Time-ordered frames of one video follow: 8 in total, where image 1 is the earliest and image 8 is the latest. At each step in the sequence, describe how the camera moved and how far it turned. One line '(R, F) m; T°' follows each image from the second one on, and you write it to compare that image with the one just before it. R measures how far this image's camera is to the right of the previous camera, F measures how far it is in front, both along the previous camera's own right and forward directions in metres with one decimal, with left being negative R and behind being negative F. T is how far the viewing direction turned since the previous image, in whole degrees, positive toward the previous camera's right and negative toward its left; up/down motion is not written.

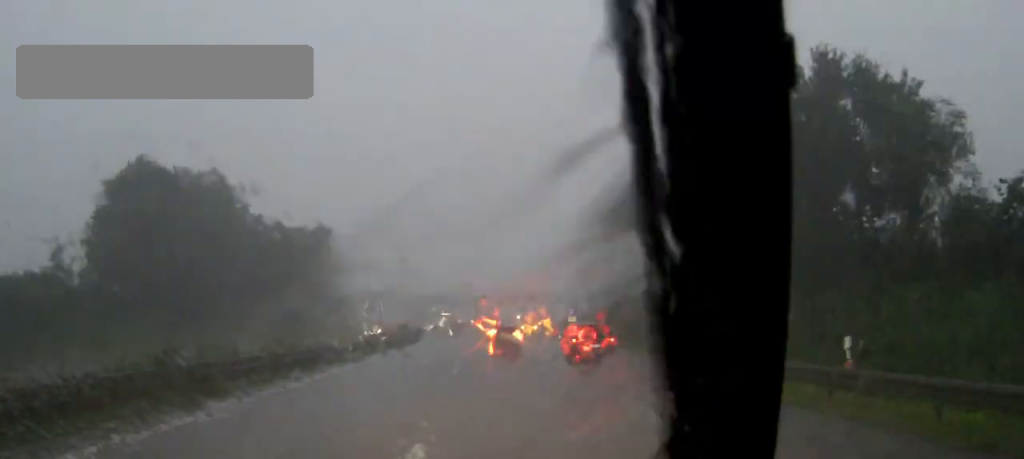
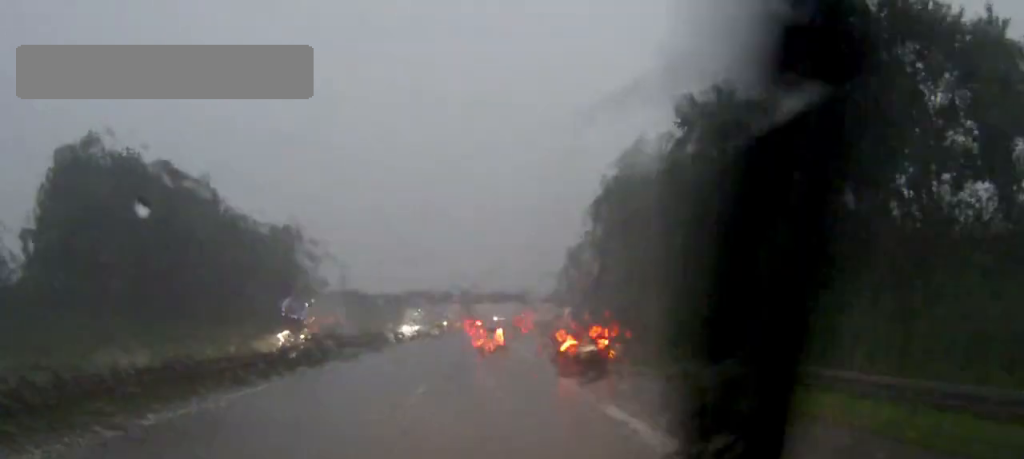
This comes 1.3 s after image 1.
(0.0, +8.4) m; 0°
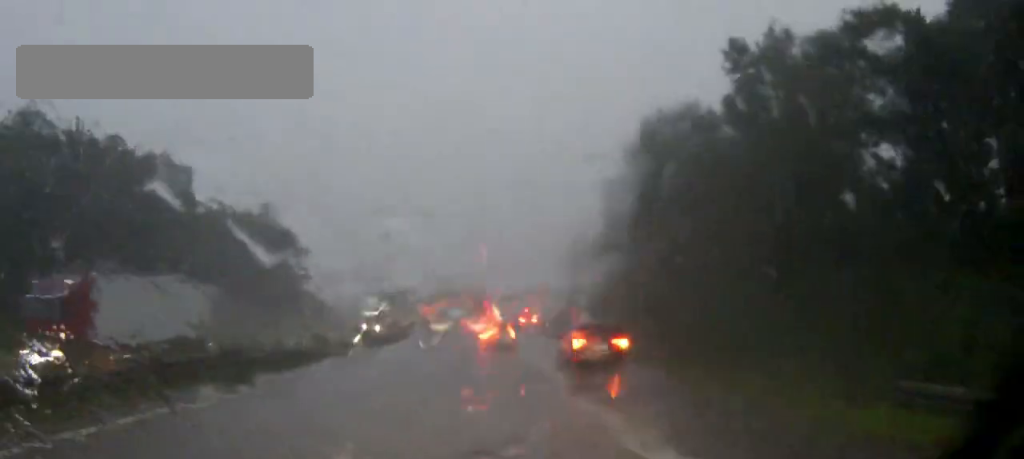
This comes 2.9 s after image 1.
(-0.1, +11.0) m; -1°
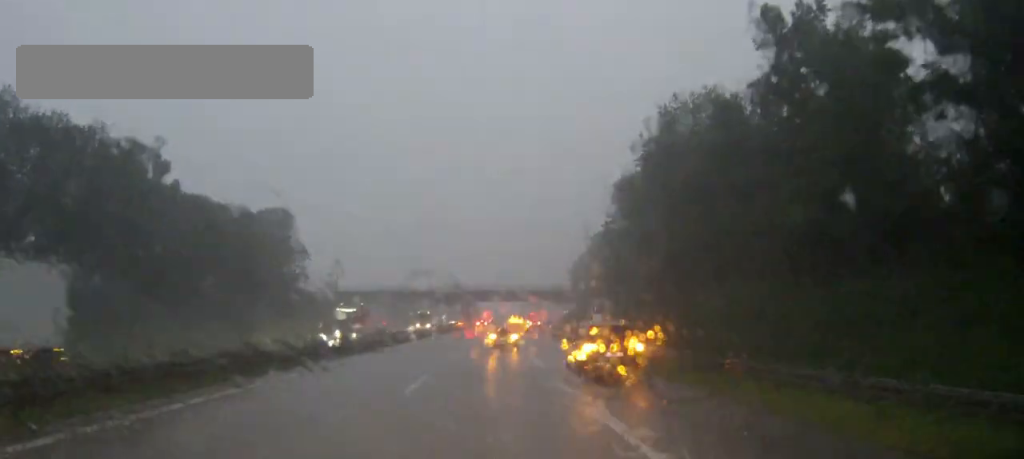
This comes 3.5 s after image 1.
(0.0, +4.6) m; 0°
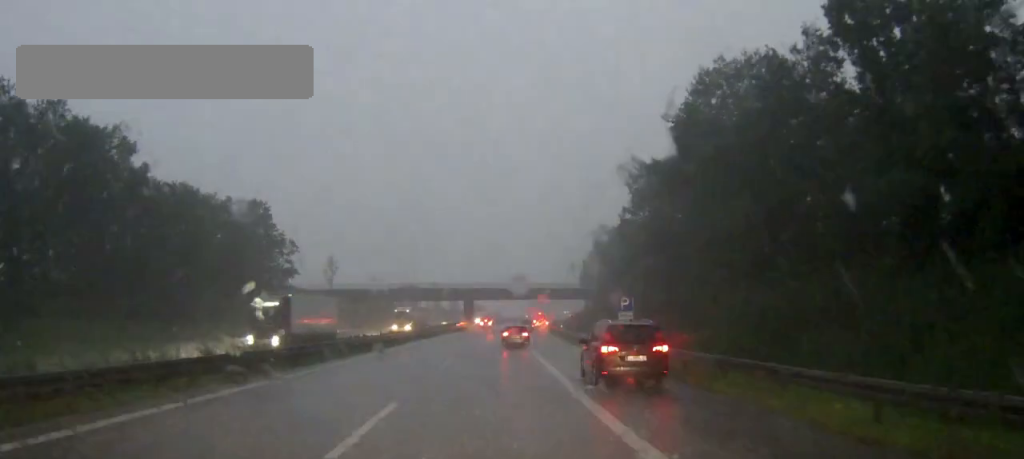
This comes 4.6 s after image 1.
(0.0, +7.9) m; 0°
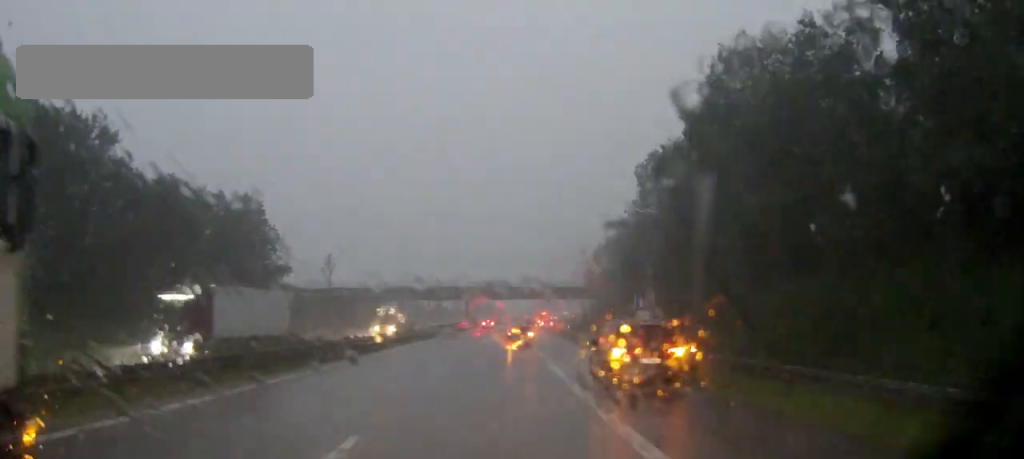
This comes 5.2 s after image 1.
(0.0, +4.3) m; 0°
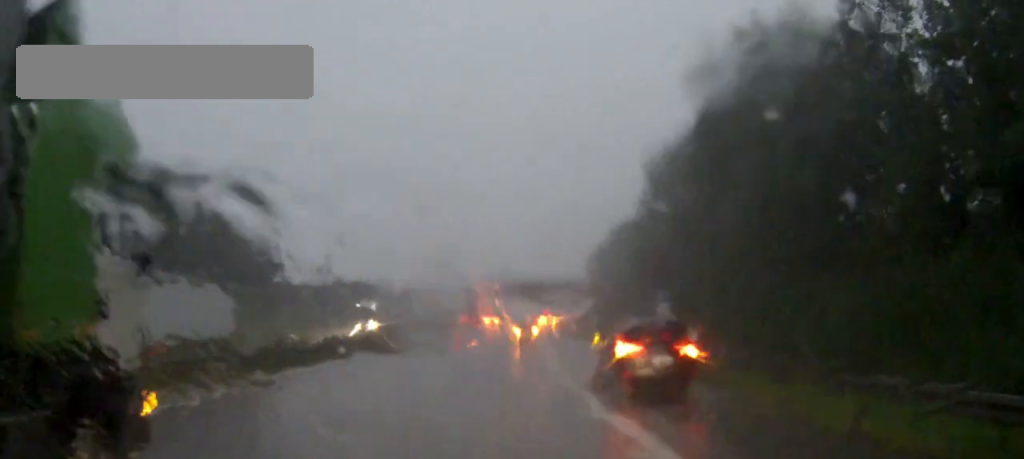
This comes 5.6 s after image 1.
(0.0, +3.0) m; 0°
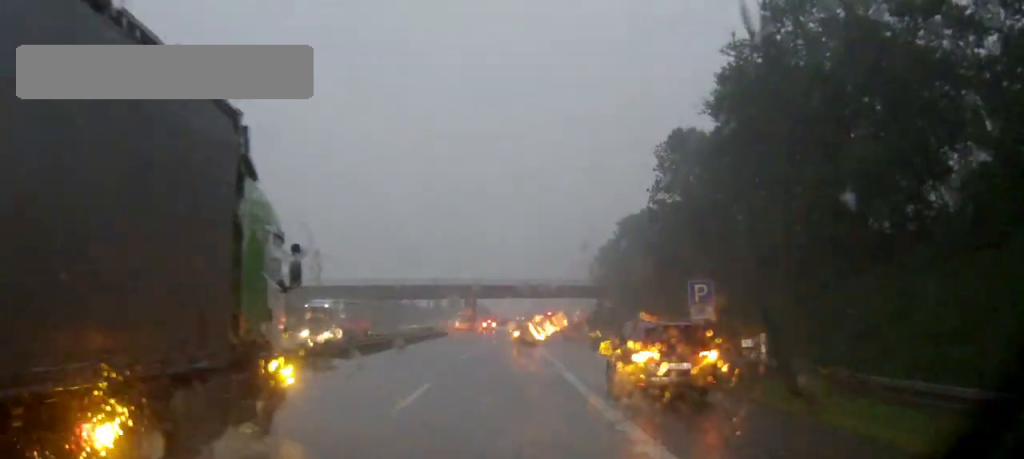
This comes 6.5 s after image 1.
(0.0, +6.3) m; 0°
